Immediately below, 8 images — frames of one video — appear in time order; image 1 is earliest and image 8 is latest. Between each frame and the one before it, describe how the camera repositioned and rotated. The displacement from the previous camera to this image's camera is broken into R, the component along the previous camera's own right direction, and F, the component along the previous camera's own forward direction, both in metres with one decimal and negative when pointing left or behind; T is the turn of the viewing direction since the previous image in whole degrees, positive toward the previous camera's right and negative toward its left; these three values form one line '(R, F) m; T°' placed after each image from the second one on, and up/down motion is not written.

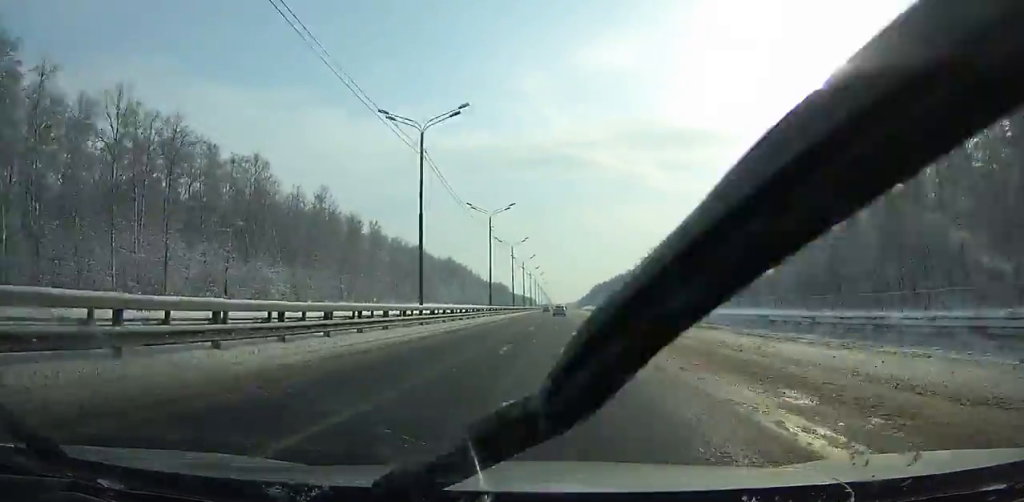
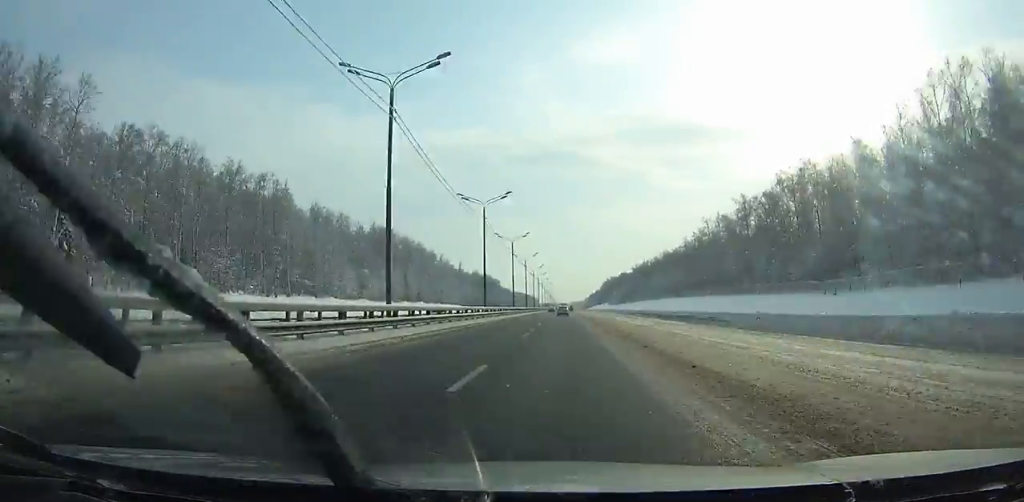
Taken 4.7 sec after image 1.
(-0.2, +118.5) m; 0°
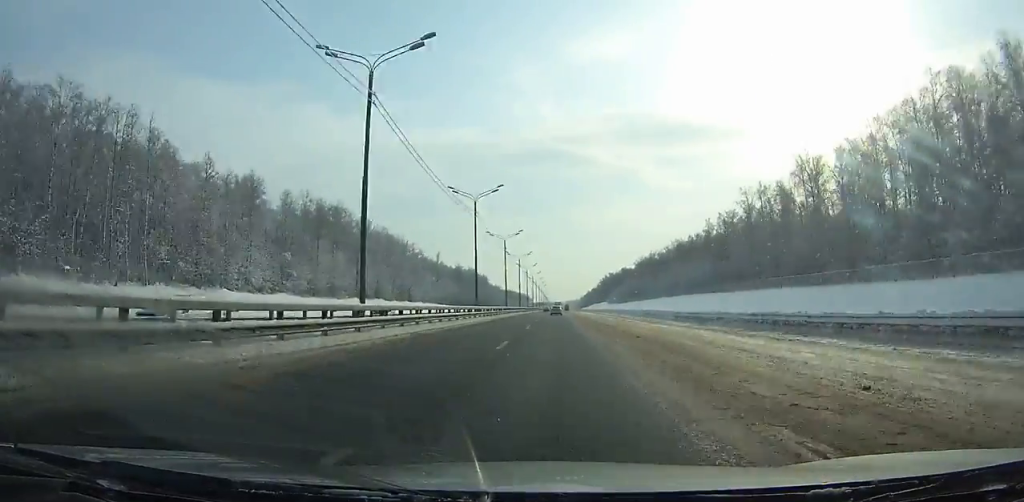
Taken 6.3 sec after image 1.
(+0.1, +40.5) m; 0°
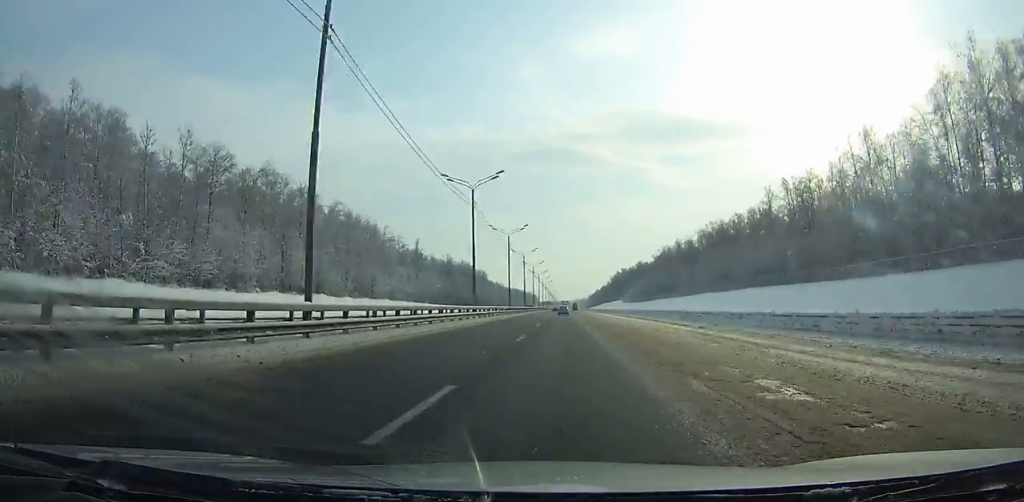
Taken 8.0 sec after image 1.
(0.0, +42.9) m; 0°
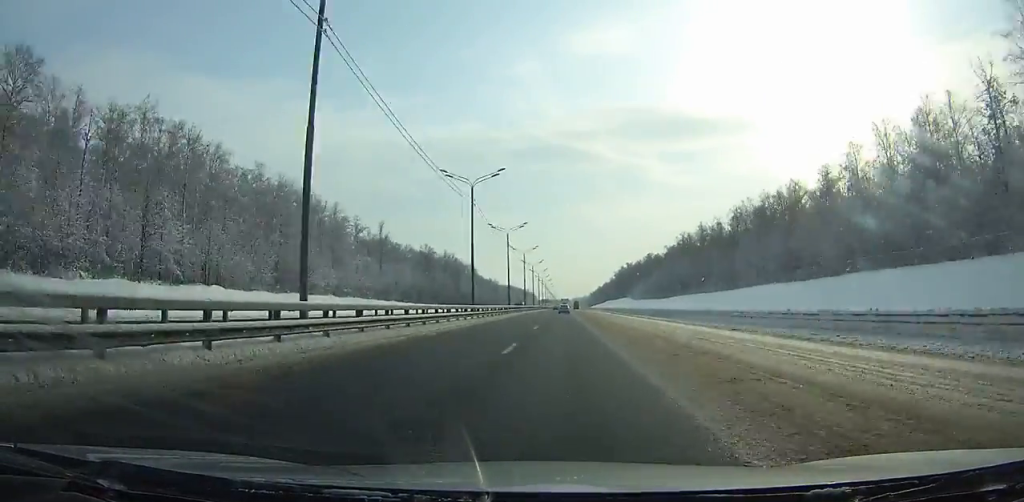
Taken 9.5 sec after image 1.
(-0.1, +37.9) m; 0°
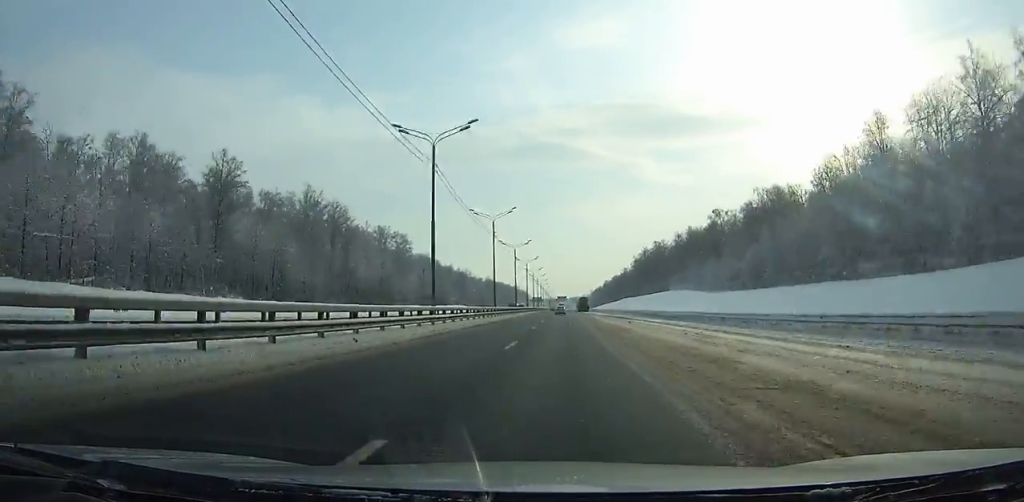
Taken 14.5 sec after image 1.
(+0.3, +125.7) m; 0°
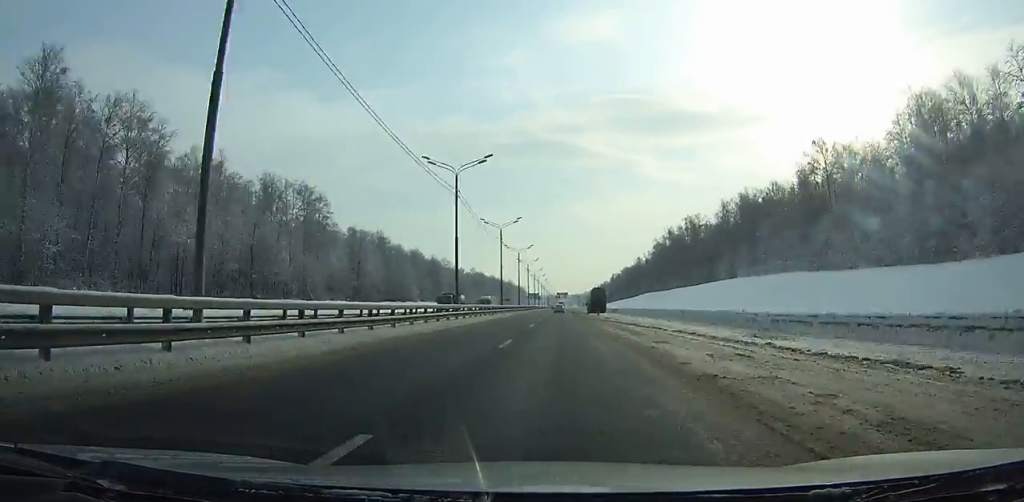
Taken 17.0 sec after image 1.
(-0.1, +62.8) m; 0°
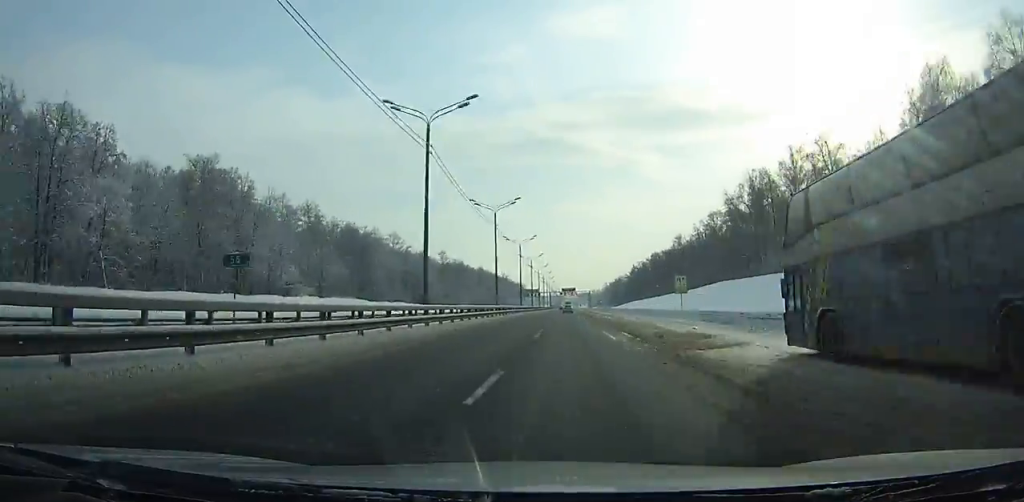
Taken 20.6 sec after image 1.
(-0.1, +90.8) m; 0°
